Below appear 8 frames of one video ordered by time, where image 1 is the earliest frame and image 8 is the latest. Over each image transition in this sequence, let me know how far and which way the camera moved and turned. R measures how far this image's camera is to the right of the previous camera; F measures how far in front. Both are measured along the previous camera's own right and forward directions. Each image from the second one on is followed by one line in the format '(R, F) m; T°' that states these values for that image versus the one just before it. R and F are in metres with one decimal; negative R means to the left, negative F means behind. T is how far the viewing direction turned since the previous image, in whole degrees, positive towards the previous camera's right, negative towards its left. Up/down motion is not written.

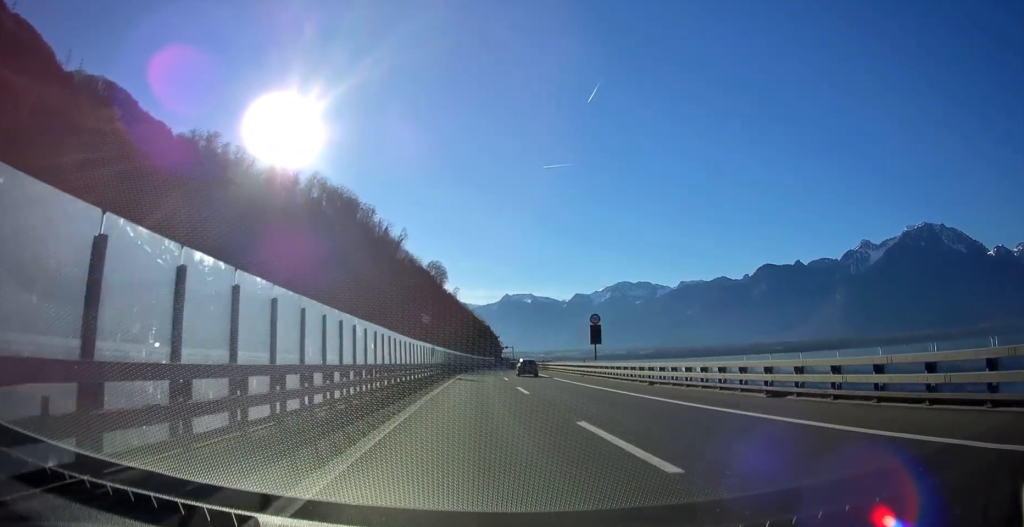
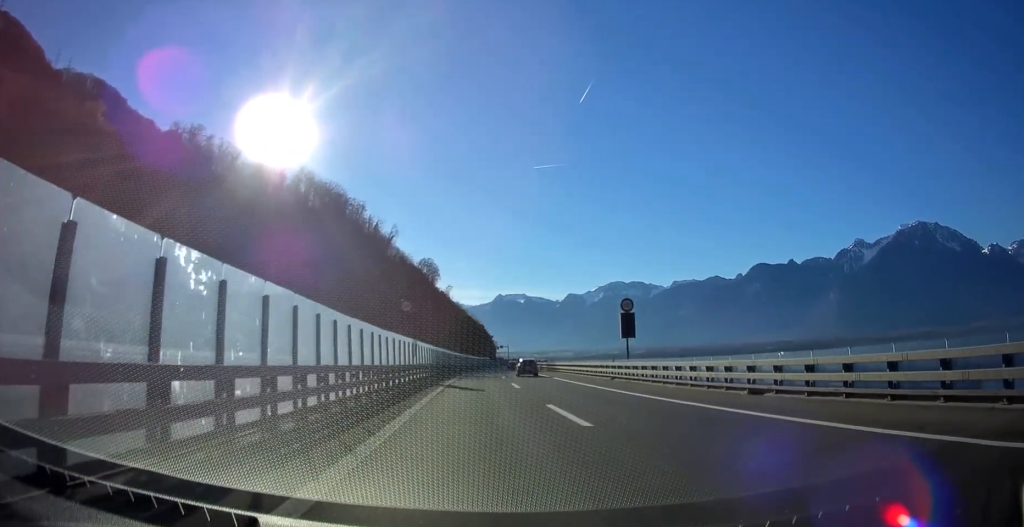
(0.0, +12.2) m; +1°
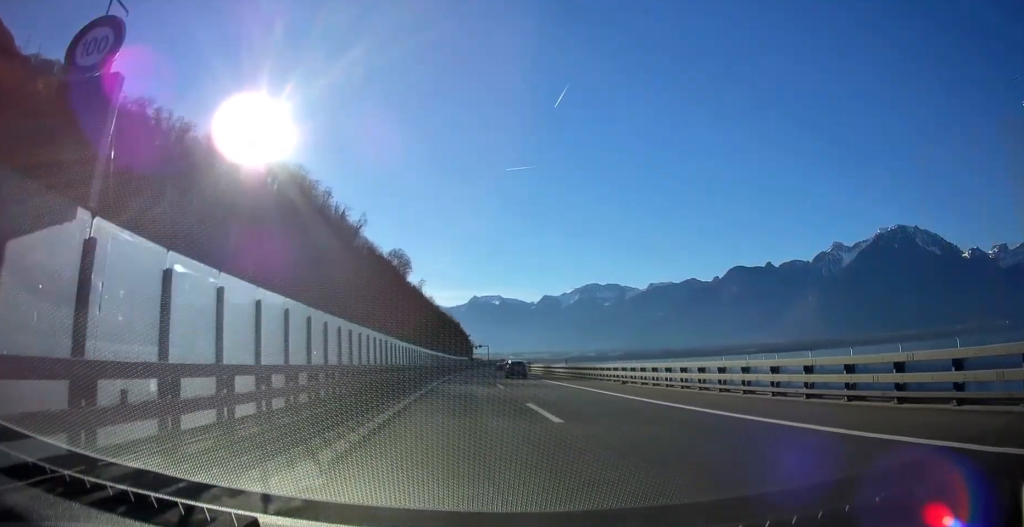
(+0.6, +34.9) m; +2°
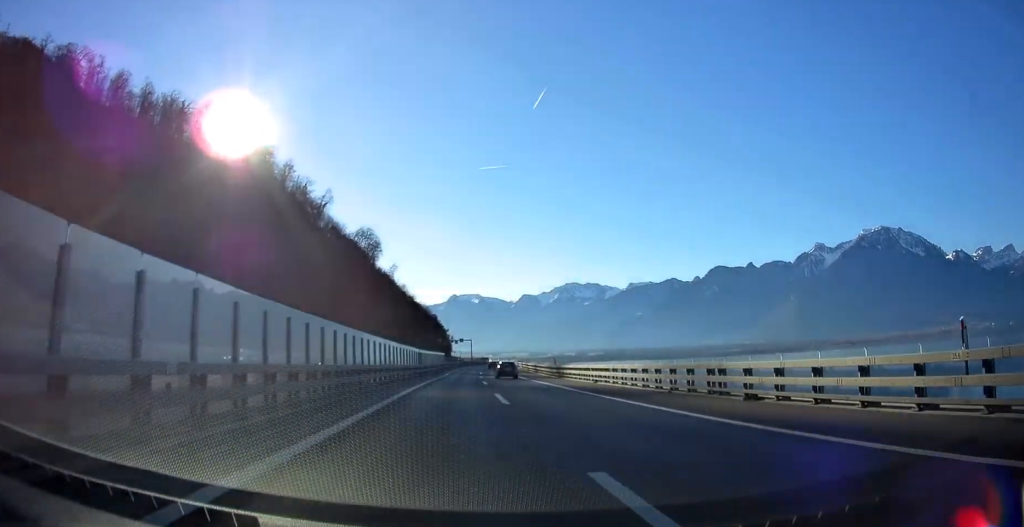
(+0.7, +48.2) m; +2°
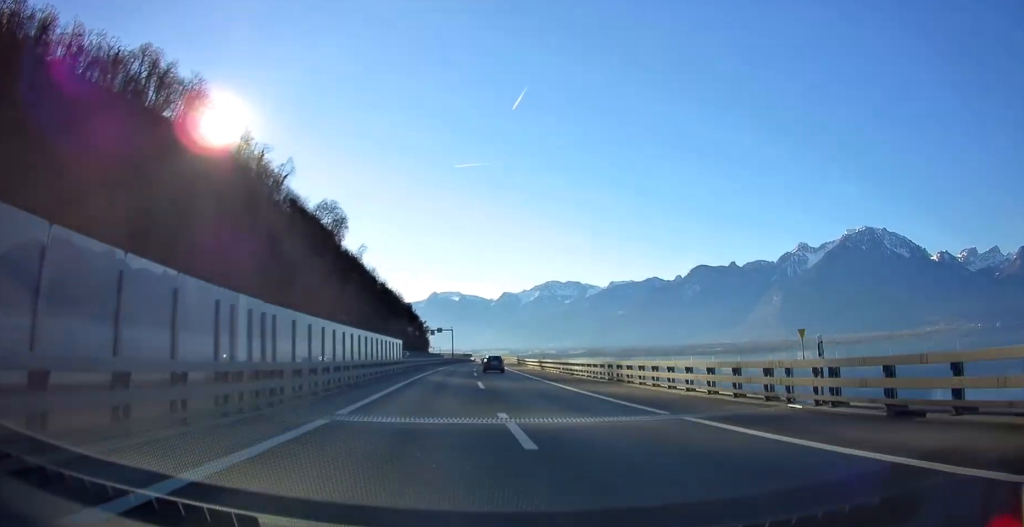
(+0.7, +46.4) m; +2°
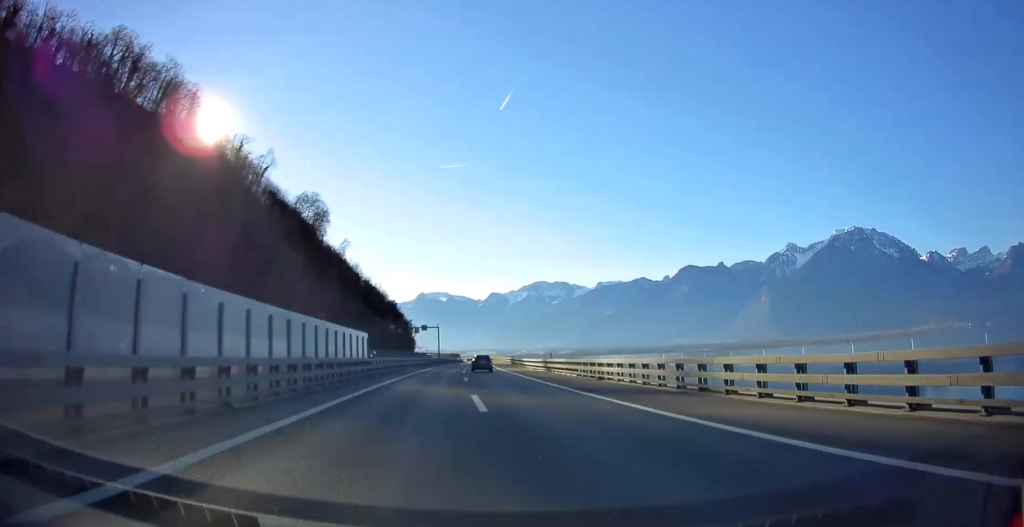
(0.0, +12.3) m; +1°
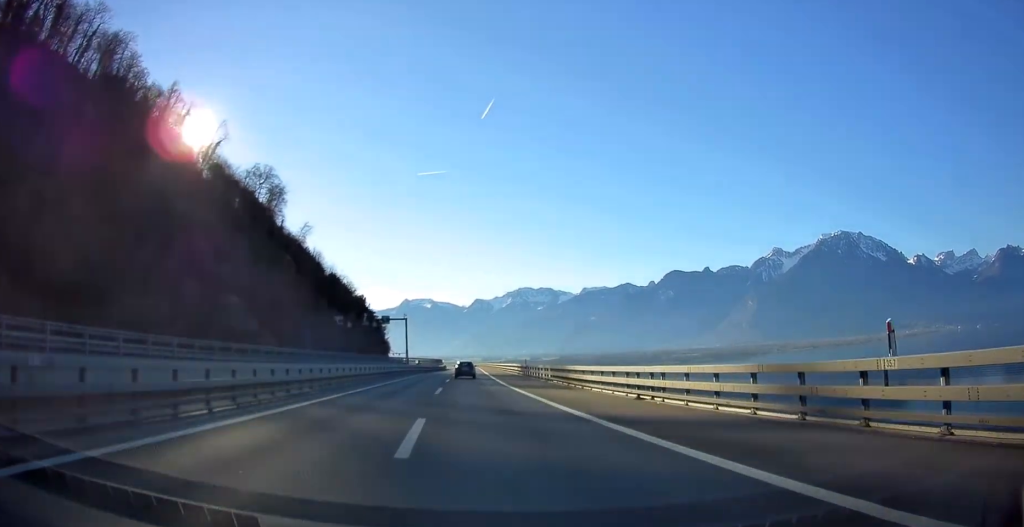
(+0.8, +41.7) m; +2°
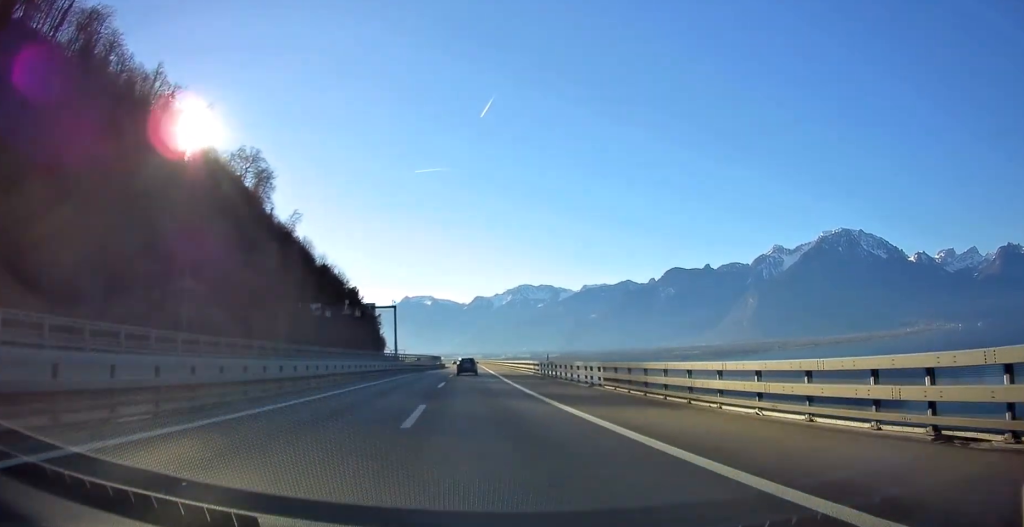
(+0.1, +15.1) m; 0°
